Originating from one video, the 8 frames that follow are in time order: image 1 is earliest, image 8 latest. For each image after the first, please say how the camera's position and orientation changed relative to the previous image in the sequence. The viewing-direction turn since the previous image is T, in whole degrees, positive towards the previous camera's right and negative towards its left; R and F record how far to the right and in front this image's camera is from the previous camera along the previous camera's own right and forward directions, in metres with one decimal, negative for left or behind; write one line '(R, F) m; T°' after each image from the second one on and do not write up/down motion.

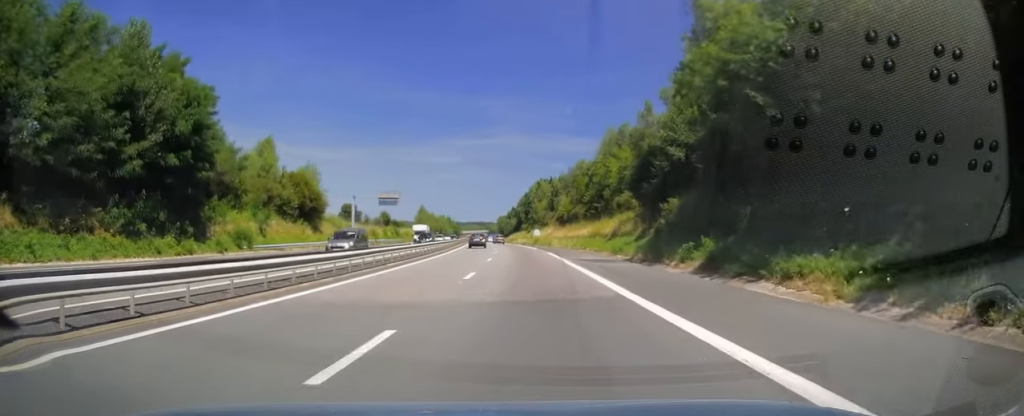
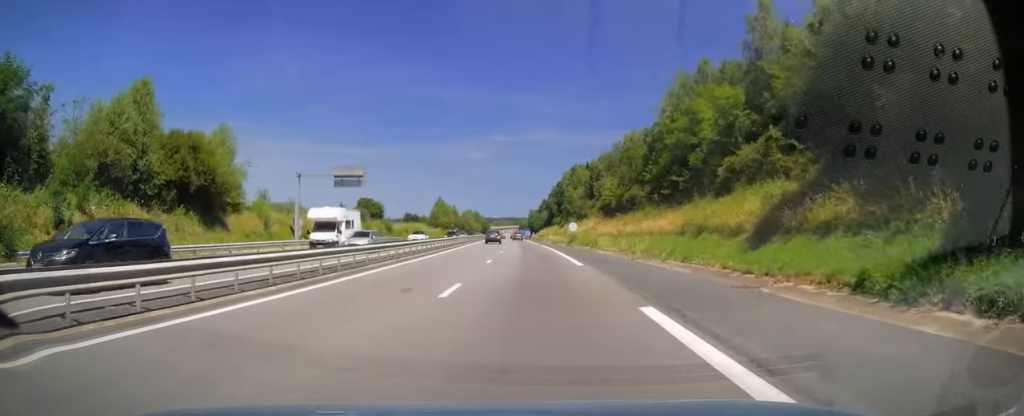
(-1.0, +32.3) m; -3°
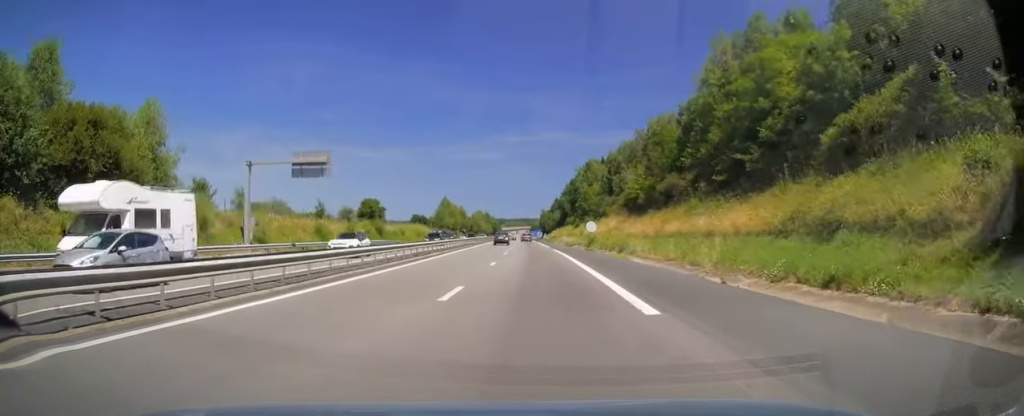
(-0.1, +13.5) m; -1°
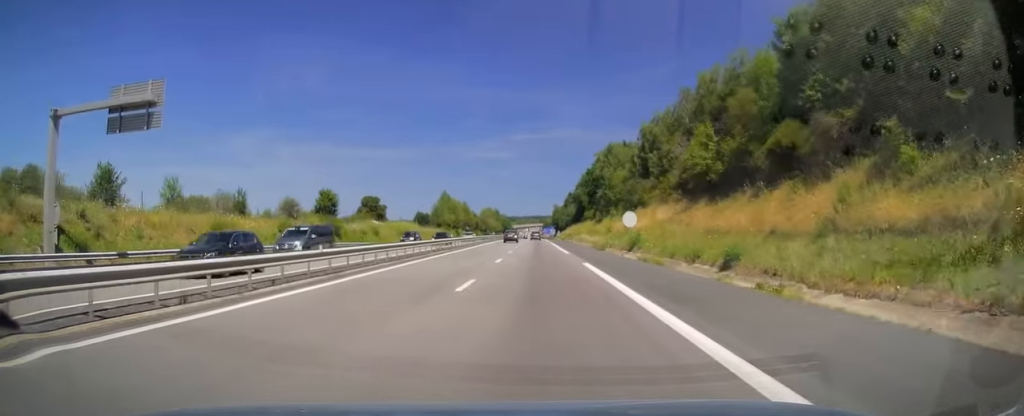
(-0.4, +24.4) m; -2°
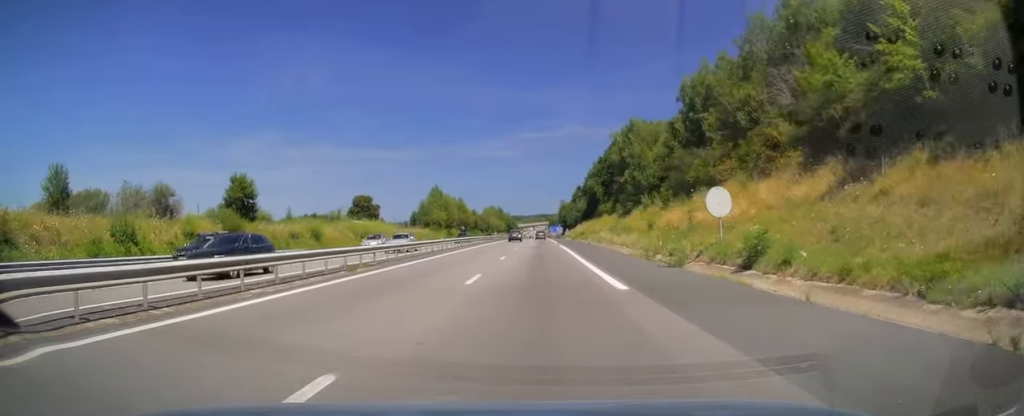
(-0.5, +24.3) m; -1°
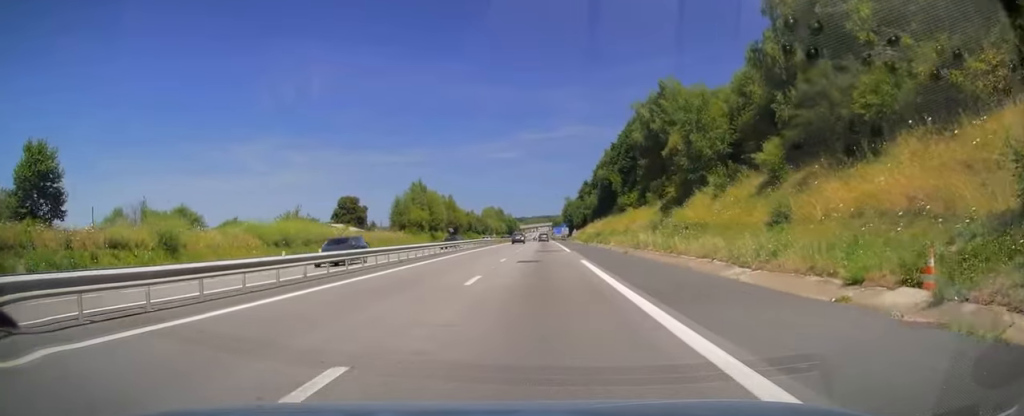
(-0.3, +25.9) m; -1°
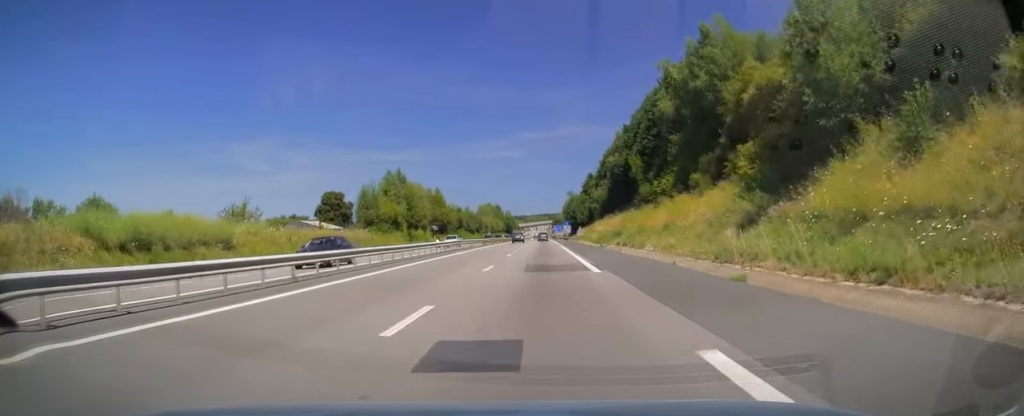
(-0.1, +20.9) m; 0°
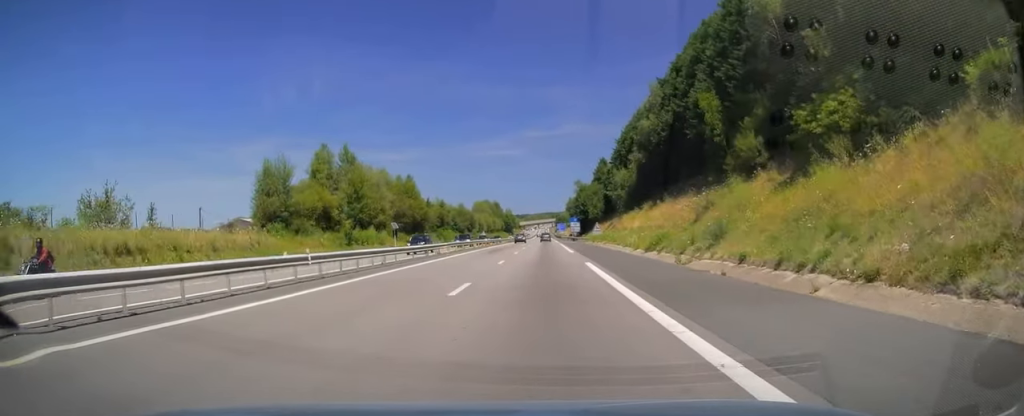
(-0.1, +33.9) m; 0°
